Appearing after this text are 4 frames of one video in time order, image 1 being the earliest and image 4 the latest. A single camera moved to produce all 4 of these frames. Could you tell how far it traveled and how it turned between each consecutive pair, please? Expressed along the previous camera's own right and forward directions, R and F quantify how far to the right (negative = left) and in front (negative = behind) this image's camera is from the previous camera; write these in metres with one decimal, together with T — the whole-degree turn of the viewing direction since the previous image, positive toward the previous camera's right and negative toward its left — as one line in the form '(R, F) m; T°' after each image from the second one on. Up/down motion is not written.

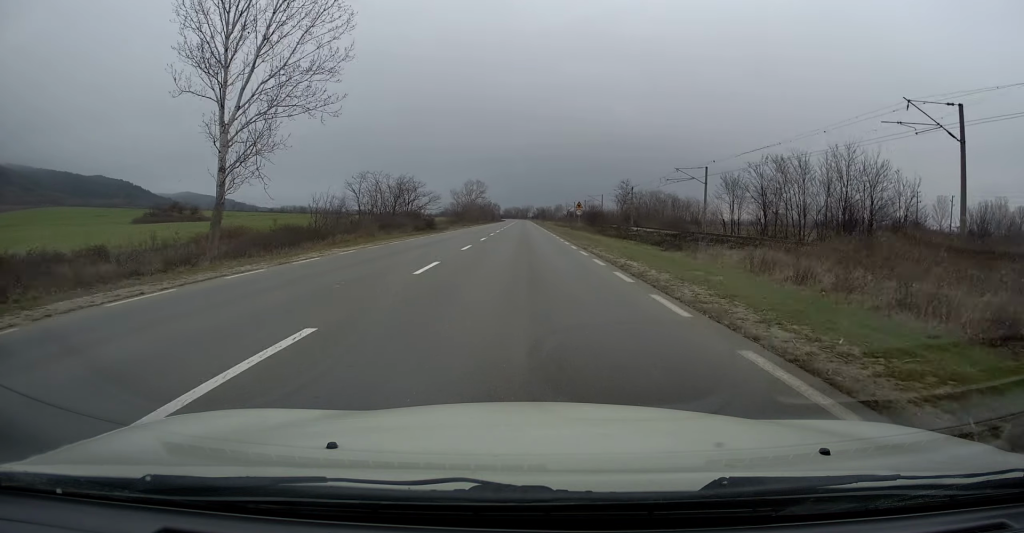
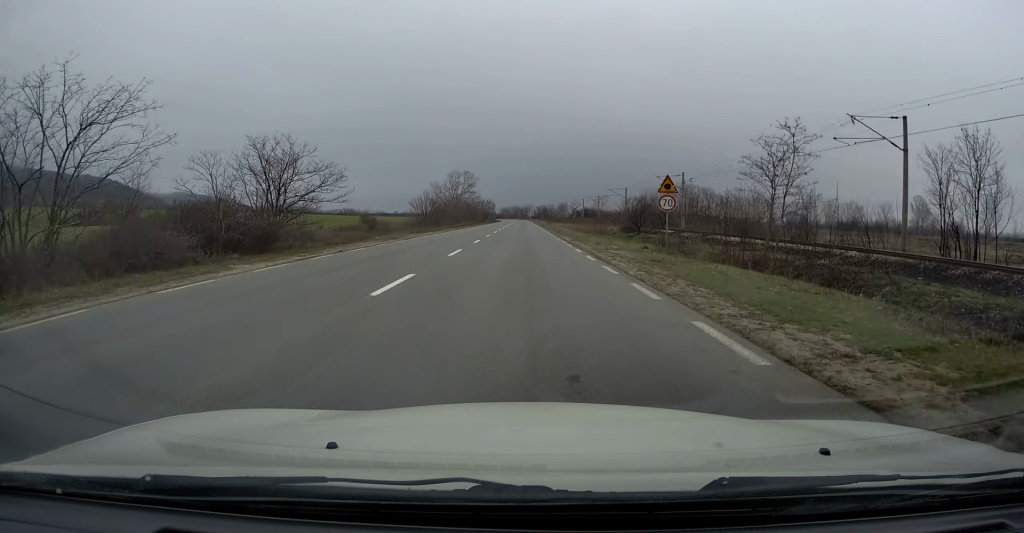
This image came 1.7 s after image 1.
(+0.3, +38.7) m; +1°
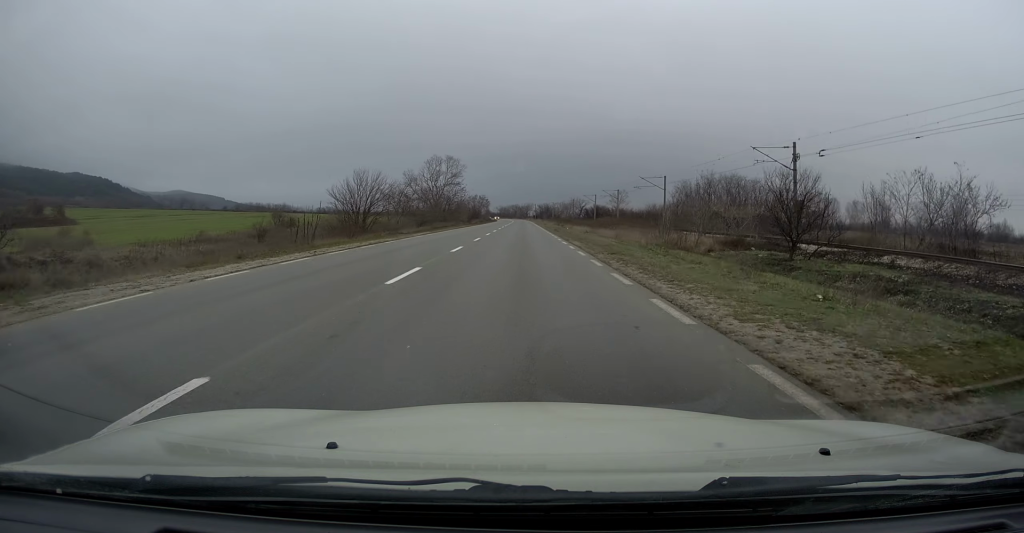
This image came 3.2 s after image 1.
(-0.1, +34.5) m; -1°
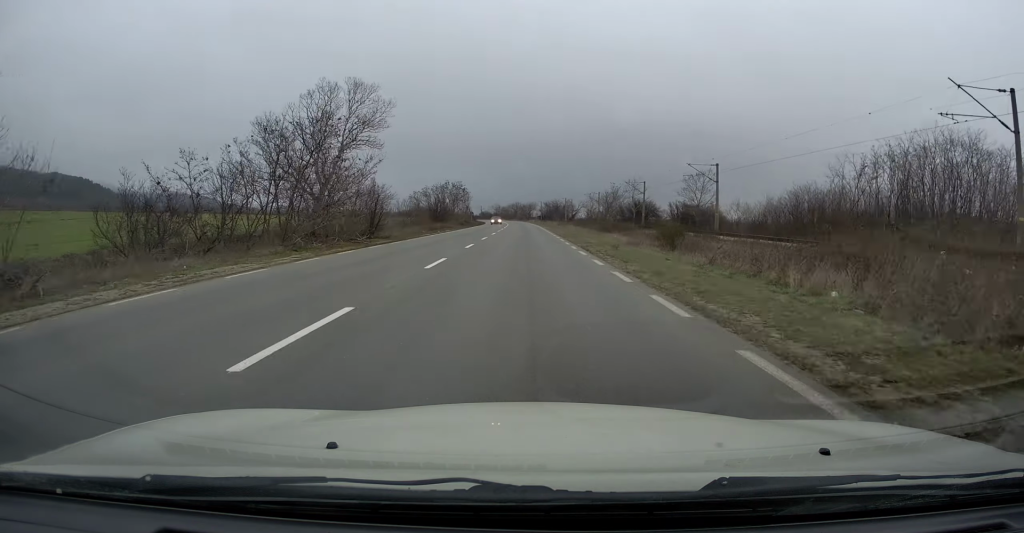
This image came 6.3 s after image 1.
(+0.8, +67.8) m; 0°
